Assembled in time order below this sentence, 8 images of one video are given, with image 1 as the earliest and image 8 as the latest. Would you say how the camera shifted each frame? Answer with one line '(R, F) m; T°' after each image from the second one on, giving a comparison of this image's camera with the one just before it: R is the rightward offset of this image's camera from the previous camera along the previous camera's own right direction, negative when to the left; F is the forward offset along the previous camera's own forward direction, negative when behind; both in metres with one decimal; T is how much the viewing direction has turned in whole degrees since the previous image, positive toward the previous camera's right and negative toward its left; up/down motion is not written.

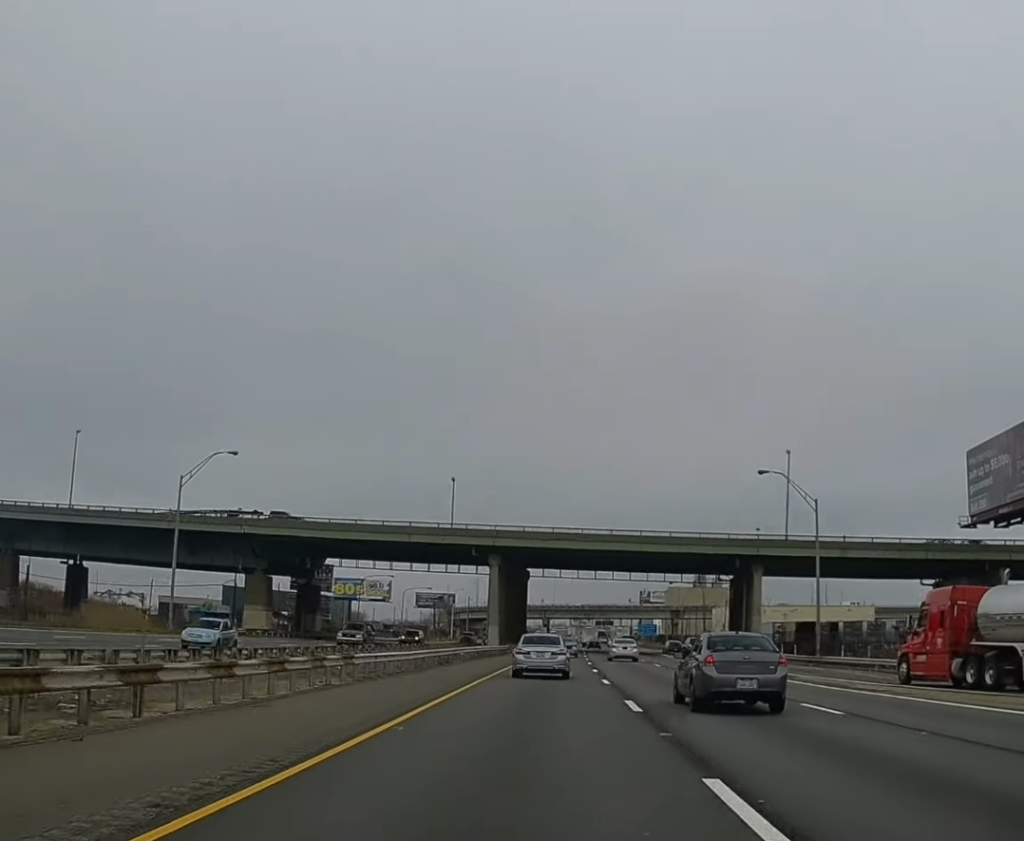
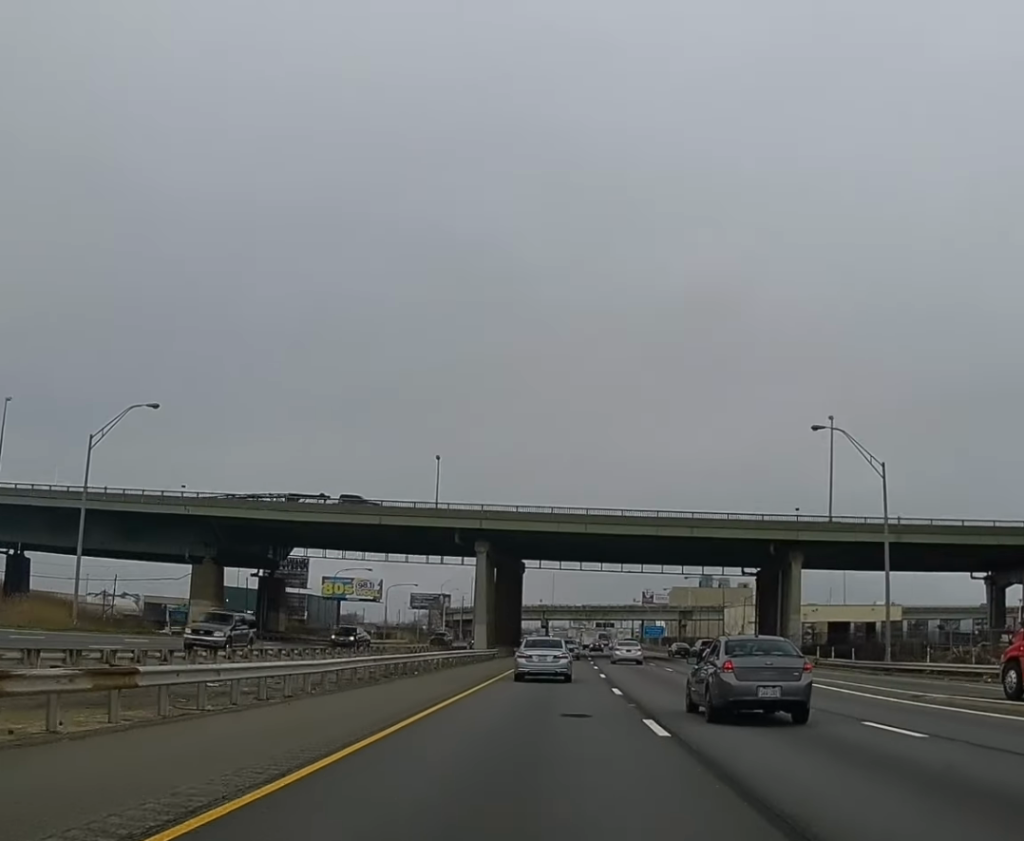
(0.0, +16.2) m; 0°
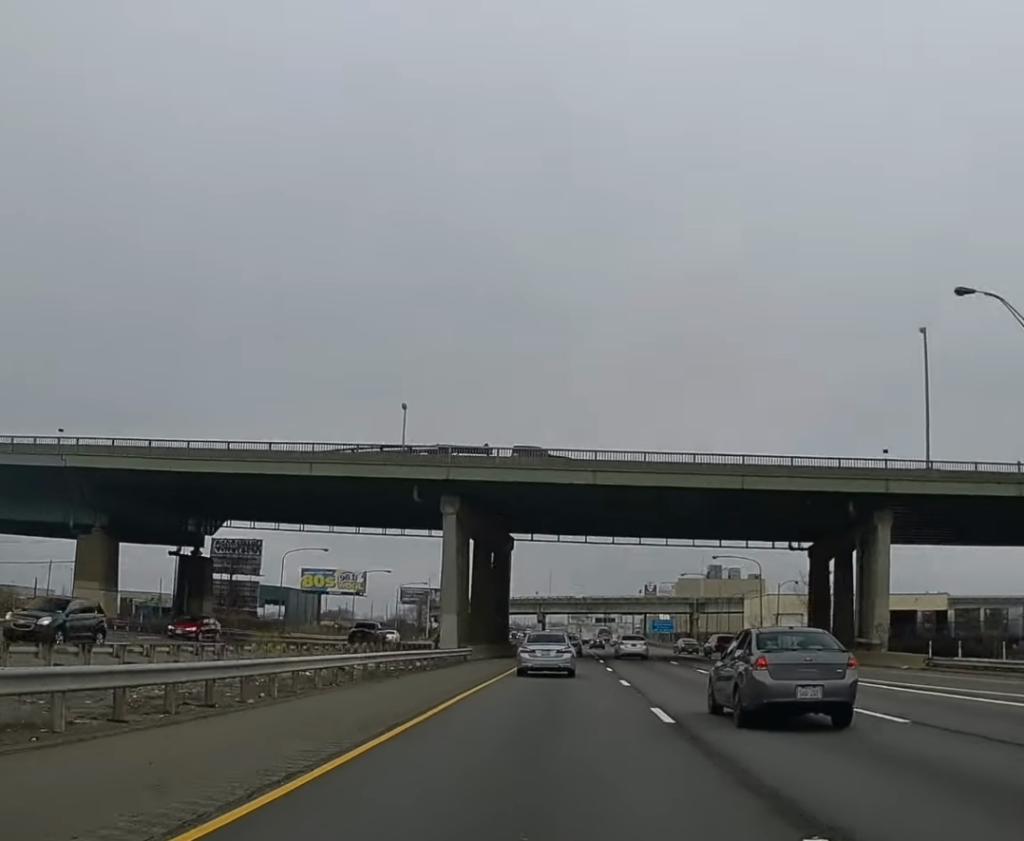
(-0.2, +23.2) m; 0°
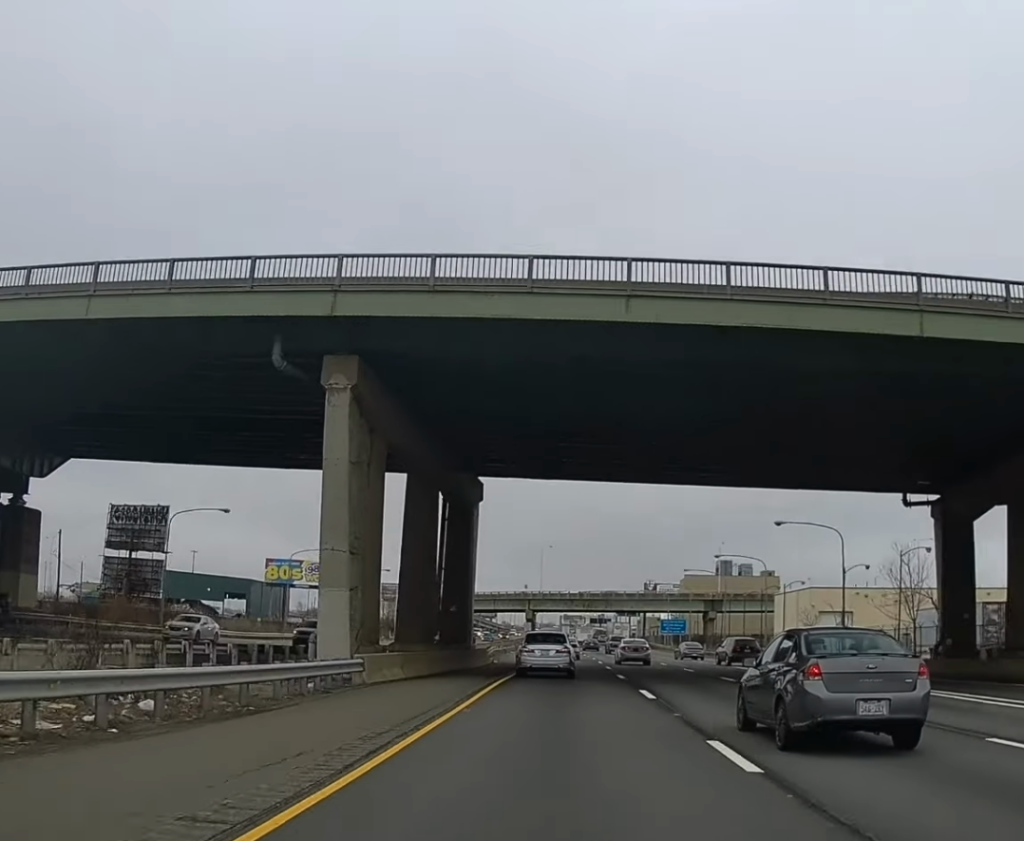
(+0.3, +30.0) m; 0°
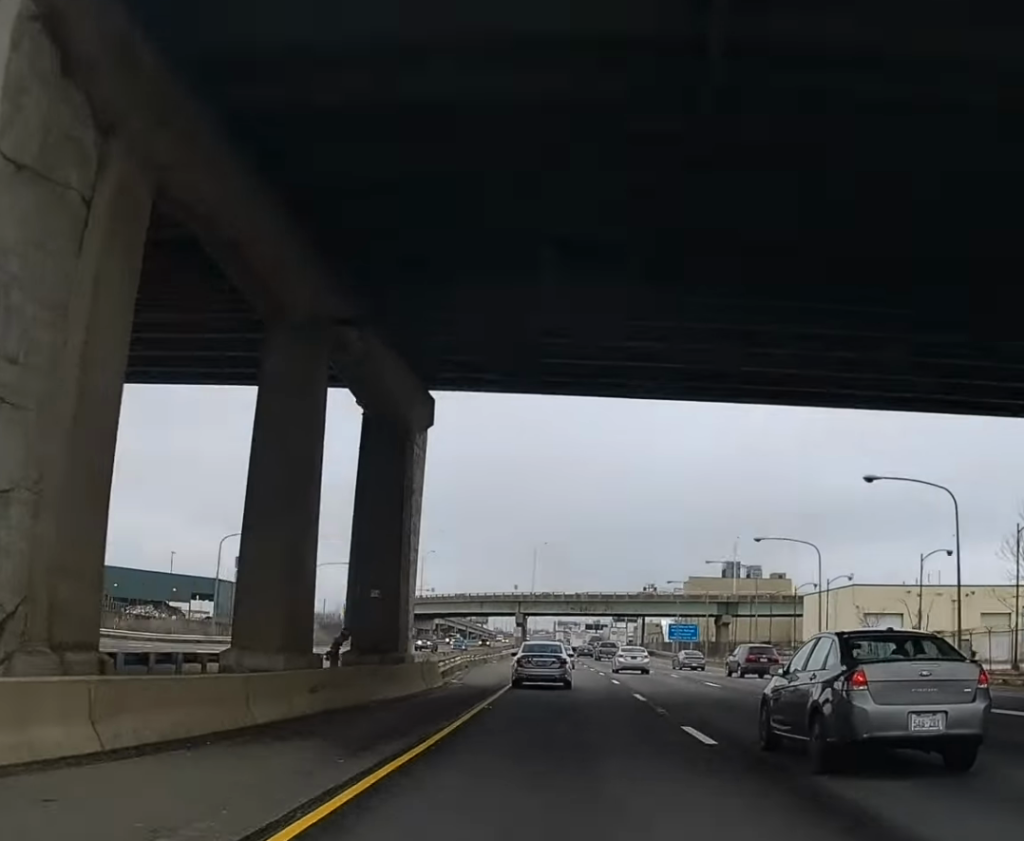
(0.0, +20.8) m; 0°
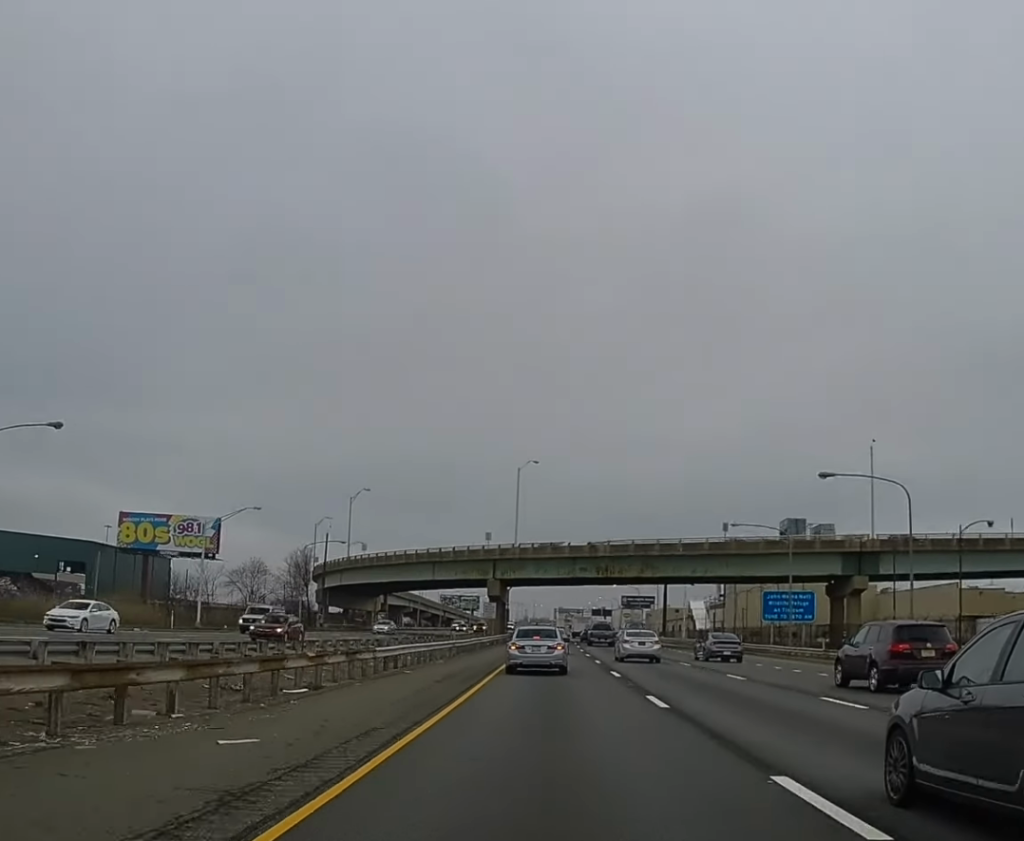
(+0.2, +68.9) m; 0°
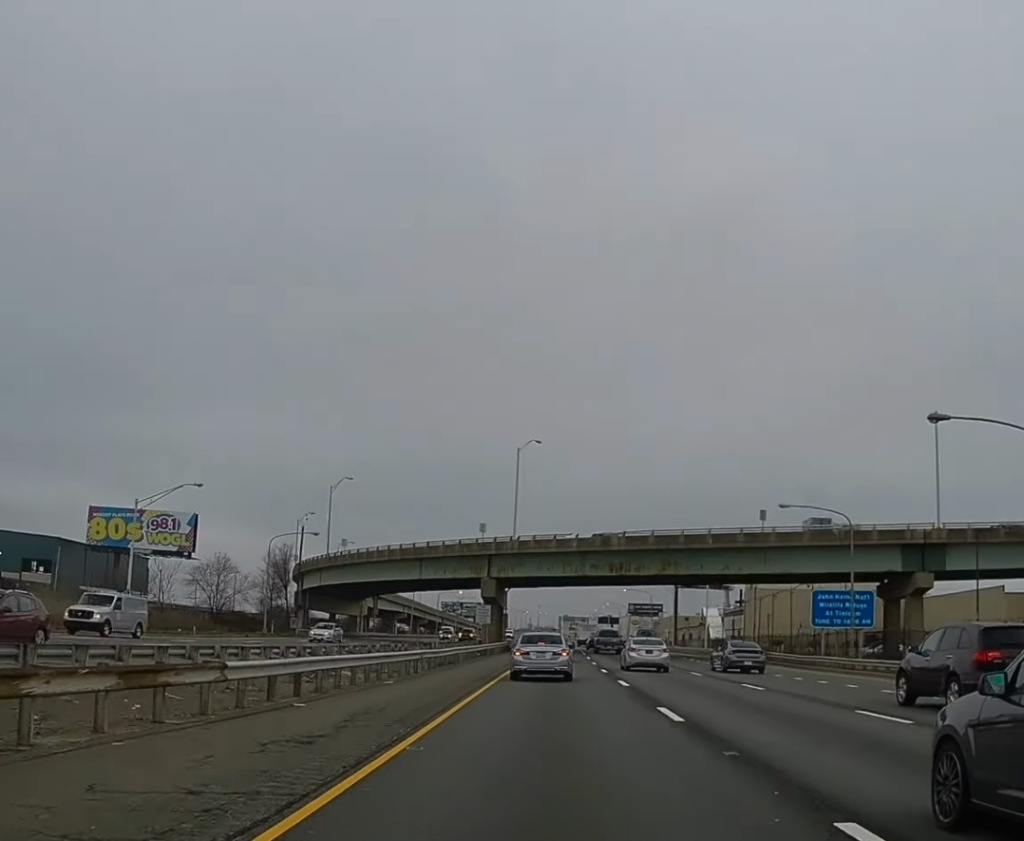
(0.0, +14.3) m; 0°
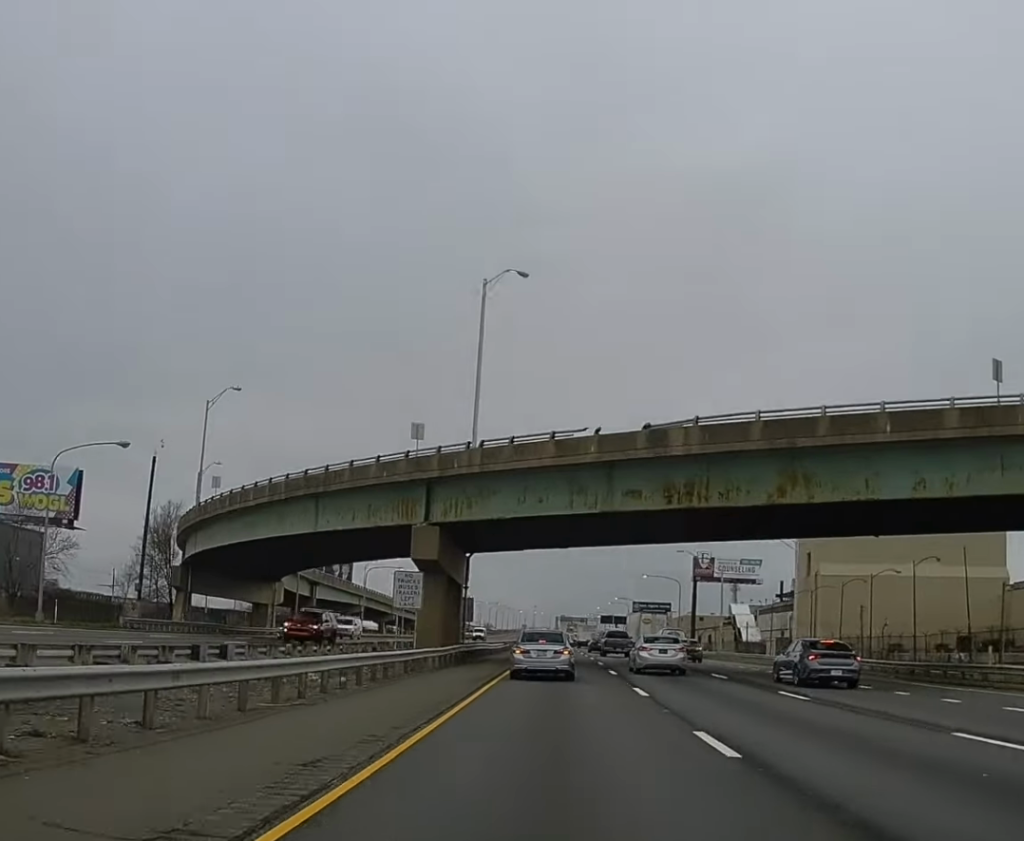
(-0.2, +41.3) m; 0°
